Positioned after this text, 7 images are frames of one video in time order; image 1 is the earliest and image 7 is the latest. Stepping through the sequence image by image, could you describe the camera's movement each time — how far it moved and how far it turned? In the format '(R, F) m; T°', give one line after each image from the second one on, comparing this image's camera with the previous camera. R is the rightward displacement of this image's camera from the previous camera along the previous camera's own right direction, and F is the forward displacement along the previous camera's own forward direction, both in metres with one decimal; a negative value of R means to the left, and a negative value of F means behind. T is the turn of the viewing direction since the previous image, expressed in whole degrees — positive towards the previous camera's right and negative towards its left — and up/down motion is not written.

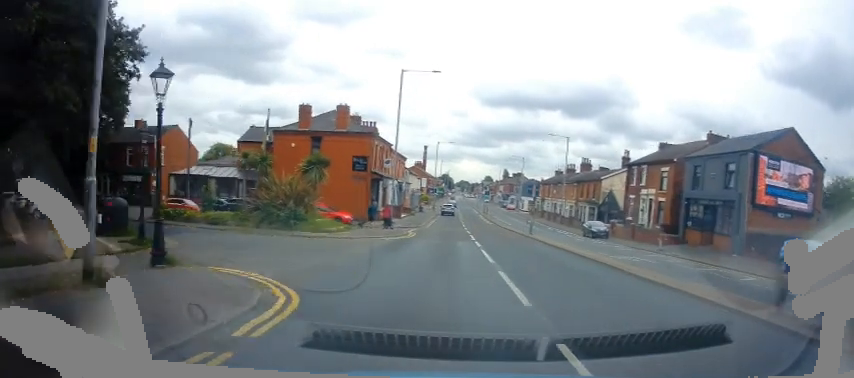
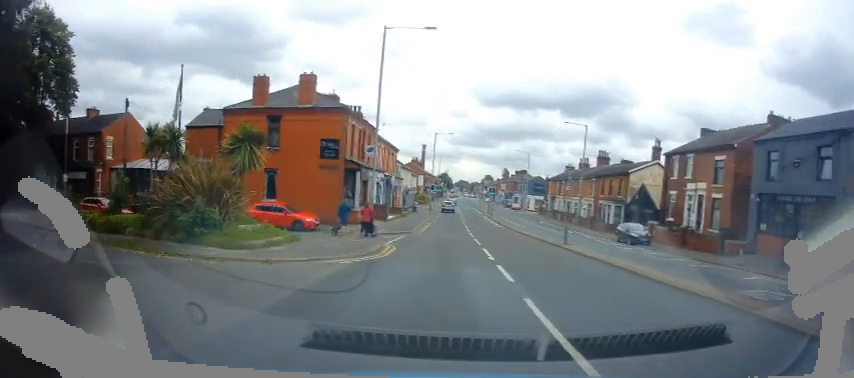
(+0.1, +9.2) m; +2°
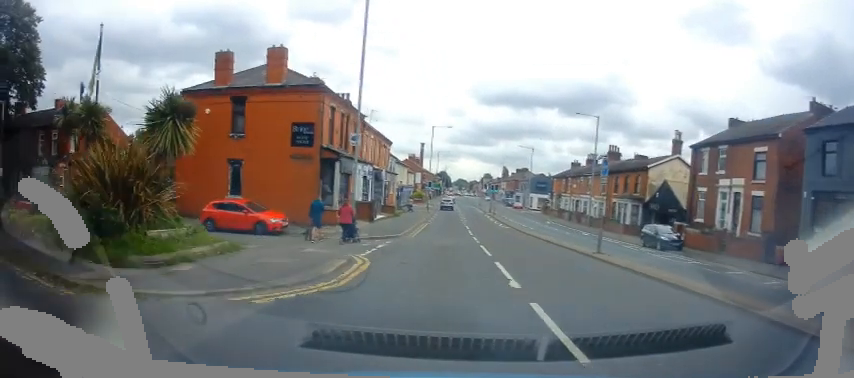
(+0.4, +5.0) m; -2°
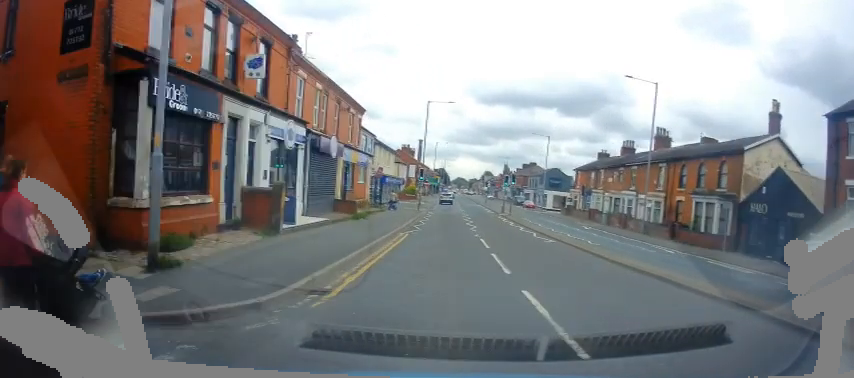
(-0.7, +15.5) m; 0°
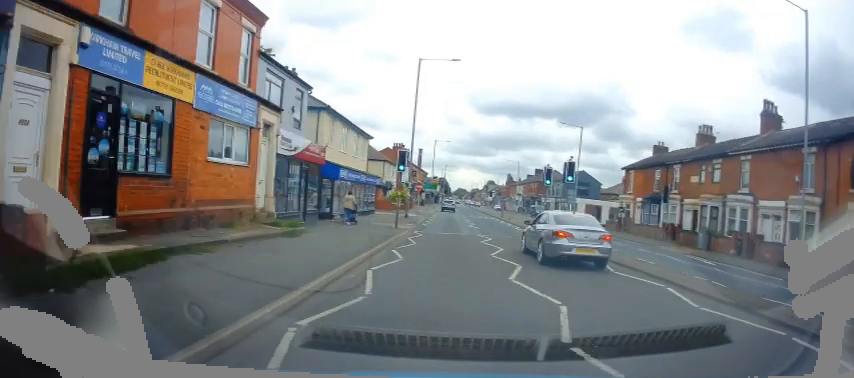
(+0.6, +19.0) m; 0°
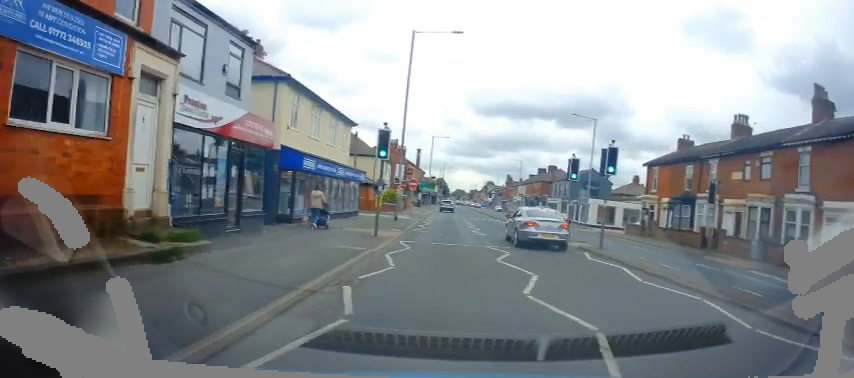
(+0.1, +5.9) m; -1°
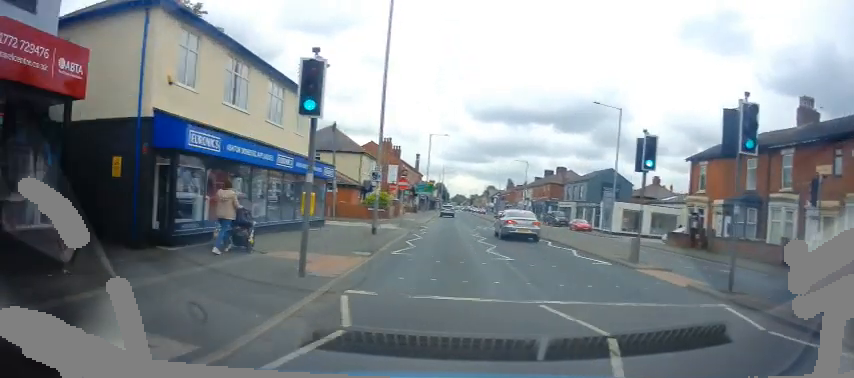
(-0.2, +8.5) m; +1°
